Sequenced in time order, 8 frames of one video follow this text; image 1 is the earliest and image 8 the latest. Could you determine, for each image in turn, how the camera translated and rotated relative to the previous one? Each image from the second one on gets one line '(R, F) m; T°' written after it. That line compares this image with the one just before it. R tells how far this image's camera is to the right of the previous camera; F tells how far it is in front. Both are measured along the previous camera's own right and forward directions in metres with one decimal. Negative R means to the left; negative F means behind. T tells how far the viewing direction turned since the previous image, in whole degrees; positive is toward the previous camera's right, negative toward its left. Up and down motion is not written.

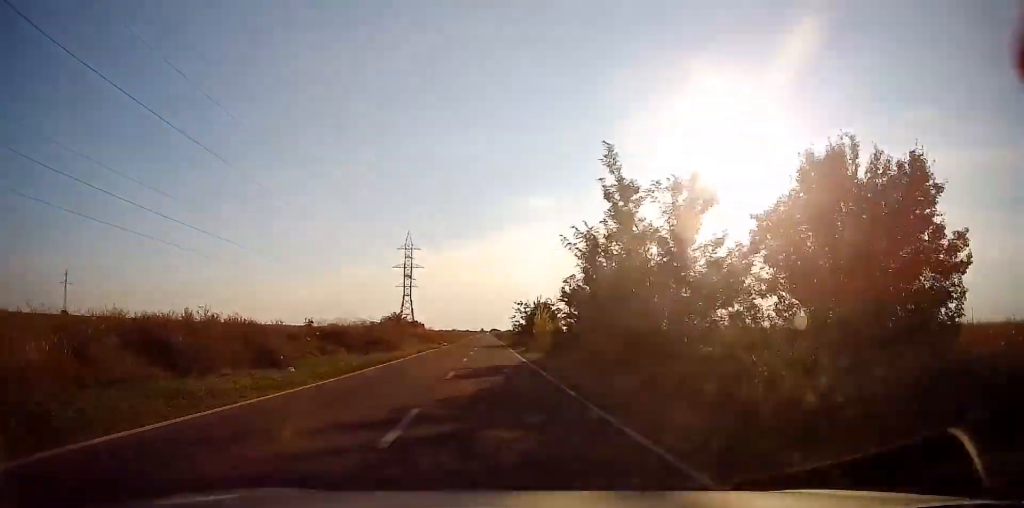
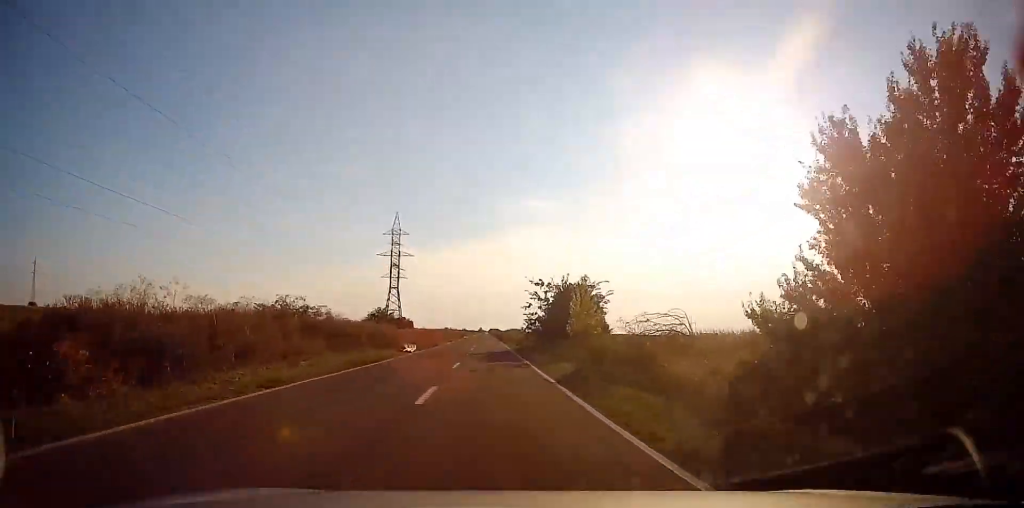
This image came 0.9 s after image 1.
(+0.4, +23.5) m; 0°
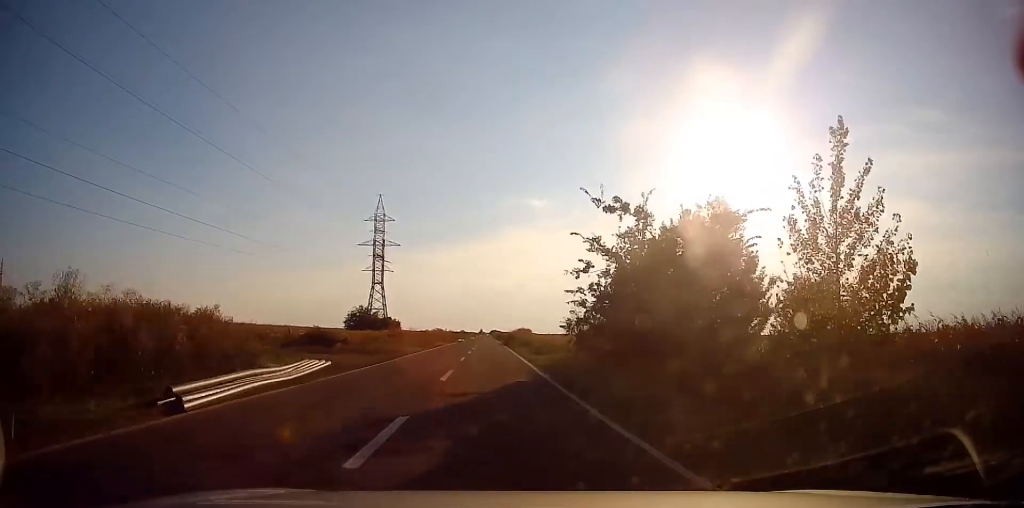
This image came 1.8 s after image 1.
(-0.4, +22.3) m; -1°
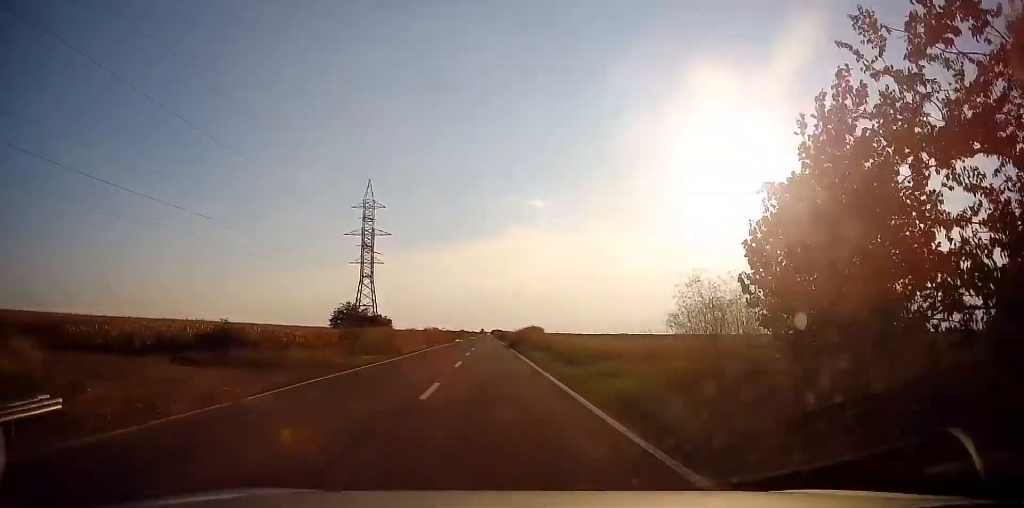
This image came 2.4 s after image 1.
(0.0, +13.3) m; +1°
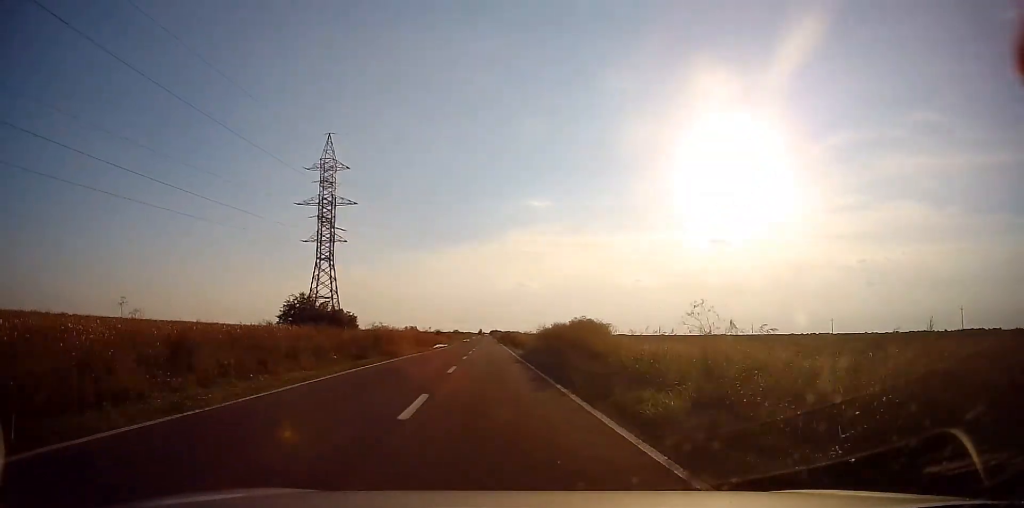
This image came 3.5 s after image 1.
(+0.4, +29.0) m; +1°
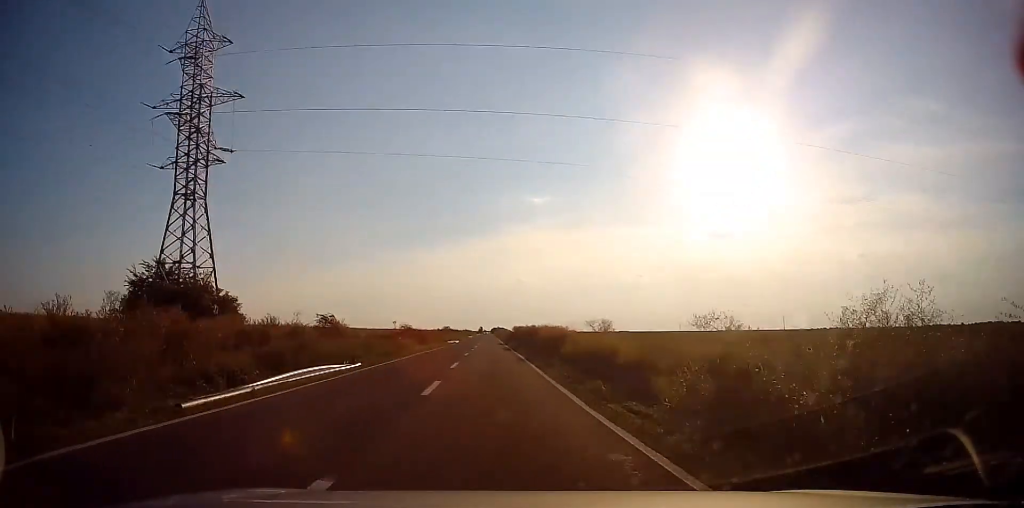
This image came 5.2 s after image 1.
(-0.4, +41.7) m; -1°
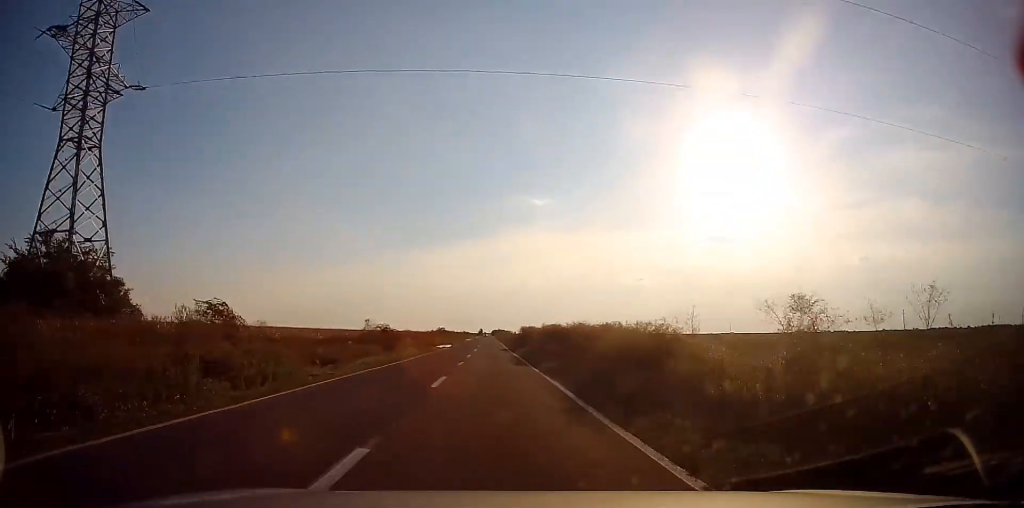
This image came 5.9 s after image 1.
(+0.3, +15.6) m; 0°
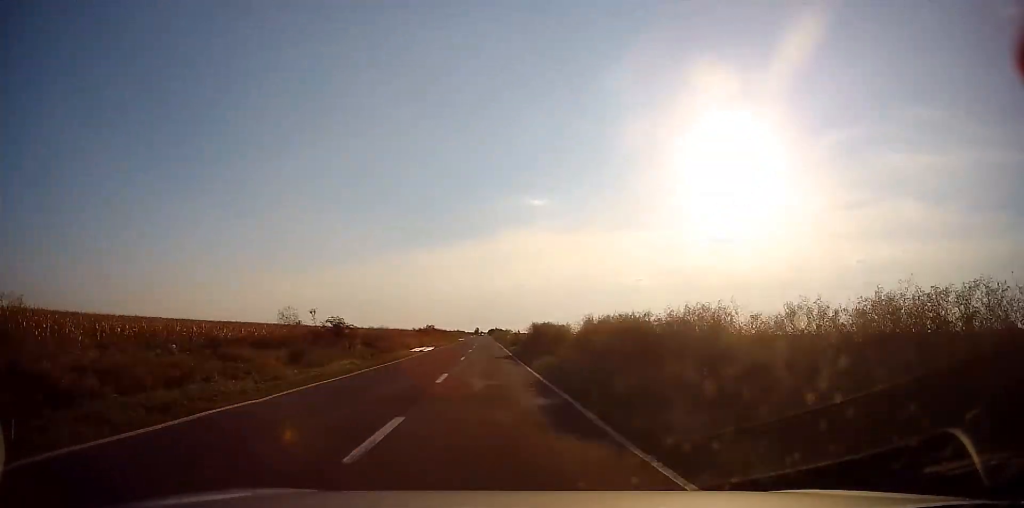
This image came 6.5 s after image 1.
(-0.2, +16.0) m; 0°
